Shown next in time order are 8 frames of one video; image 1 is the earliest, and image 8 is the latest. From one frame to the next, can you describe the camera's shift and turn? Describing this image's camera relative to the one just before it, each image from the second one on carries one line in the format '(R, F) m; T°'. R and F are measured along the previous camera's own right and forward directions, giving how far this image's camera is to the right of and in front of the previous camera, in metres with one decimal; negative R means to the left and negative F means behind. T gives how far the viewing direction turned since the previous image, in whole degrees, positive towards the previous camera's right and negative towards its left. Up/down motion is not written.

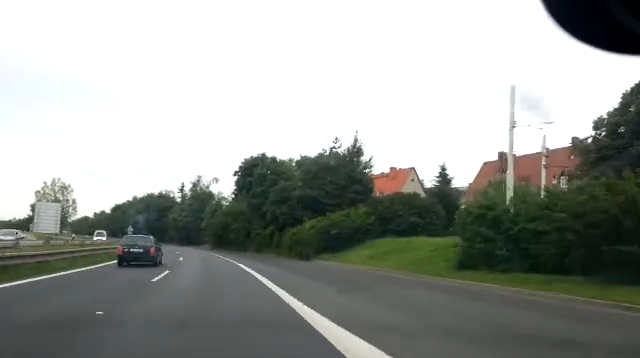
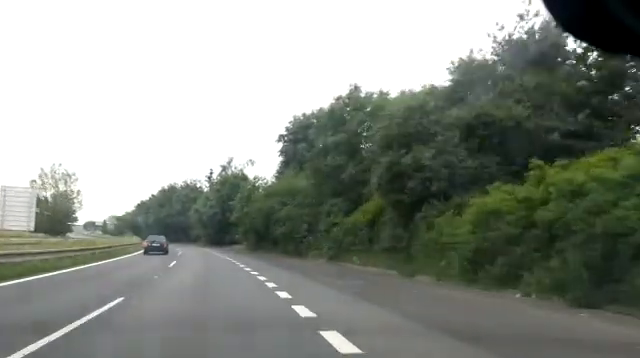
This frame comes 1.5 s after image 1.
(-1.1, +29.7) m; -4°
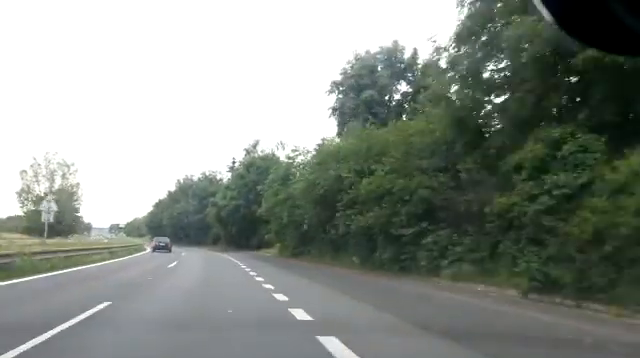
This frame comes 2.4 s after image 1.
(-0.4, +19.5) m; -2°
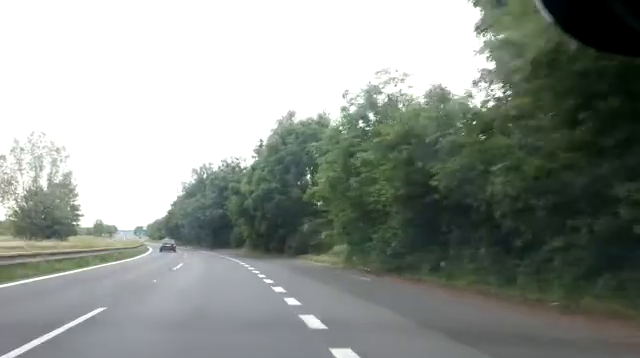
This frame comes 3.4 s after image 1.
(-0.4, +19.4) m; -3°
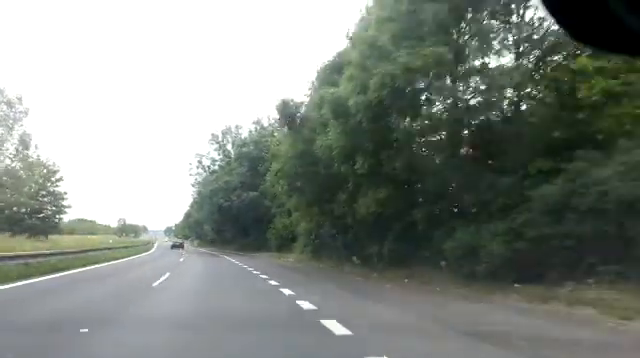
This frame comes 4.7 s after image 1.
(-0.9, +27.5) m; -3°
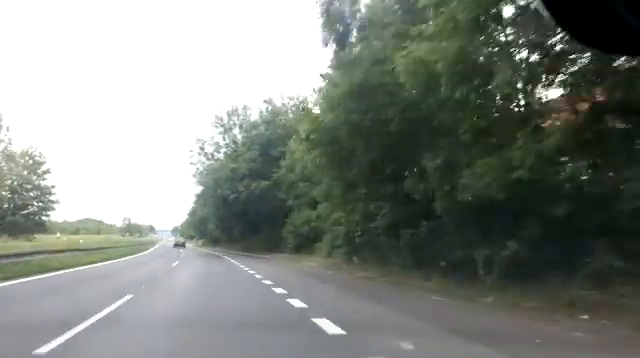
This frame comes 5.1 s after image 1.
(+0.1, +8.3) m; -1°
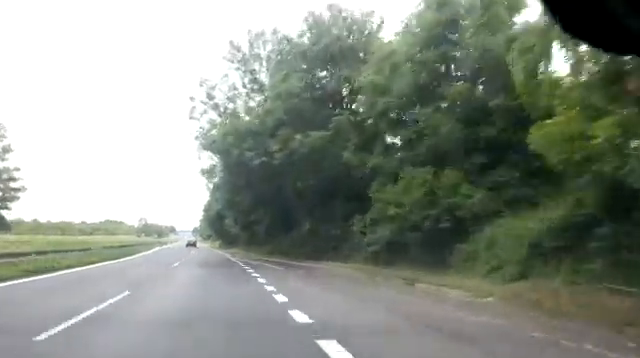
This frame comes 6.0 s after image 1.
(-0.4, +17.8) m; -2°
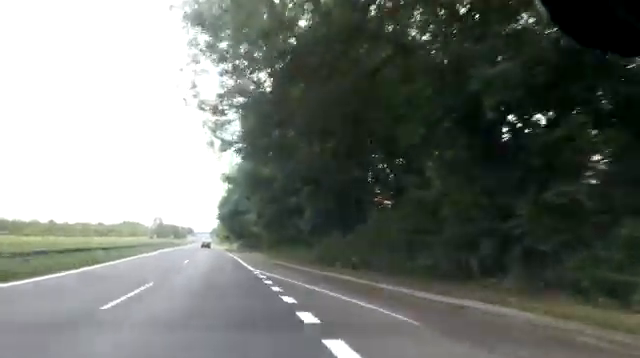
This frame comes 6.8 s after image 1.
(-0.2, +15.8) m; -2°
